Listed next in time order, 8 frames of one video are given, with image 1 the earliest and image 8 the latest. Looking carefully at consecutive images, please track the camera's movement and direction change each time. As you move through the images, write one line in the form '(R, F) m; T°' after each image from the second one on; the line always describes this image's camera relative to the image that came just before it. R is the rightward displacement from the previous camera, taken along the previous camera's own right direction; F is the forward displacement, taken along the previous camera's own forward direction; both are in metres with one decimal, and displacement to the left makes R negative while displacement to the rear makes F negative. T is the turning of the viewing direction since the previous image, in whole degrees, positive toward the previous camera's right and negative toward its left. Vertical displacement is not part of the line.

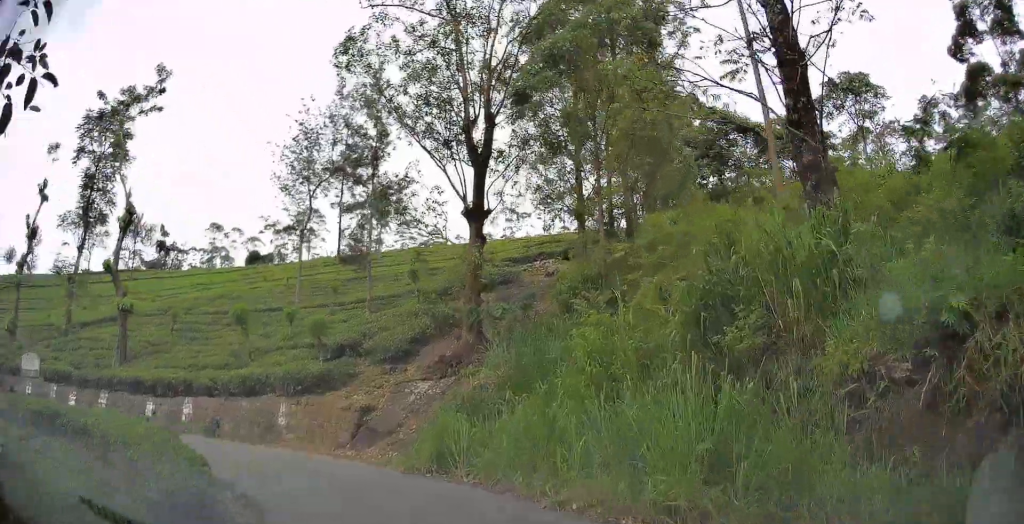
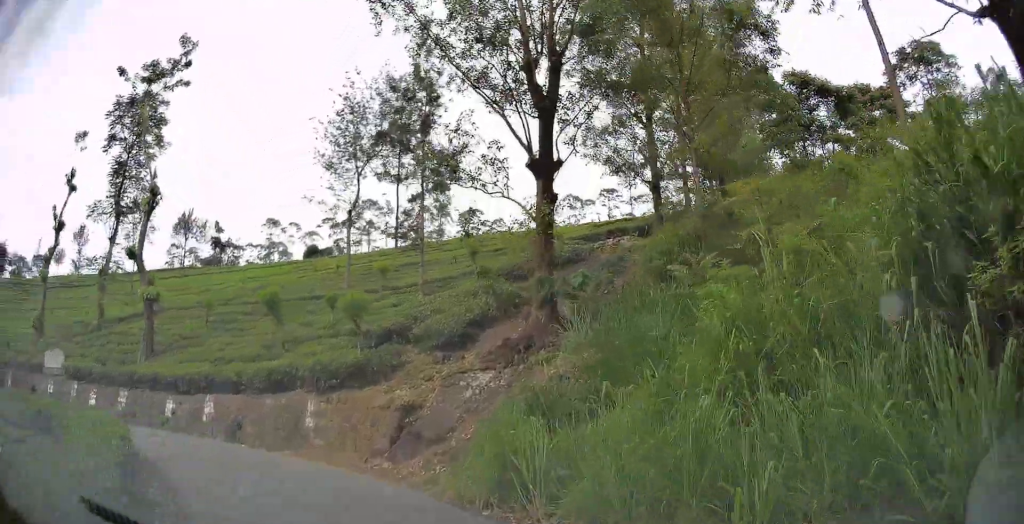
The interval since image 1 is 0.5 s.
(+0.2, +3.8) m; -5°
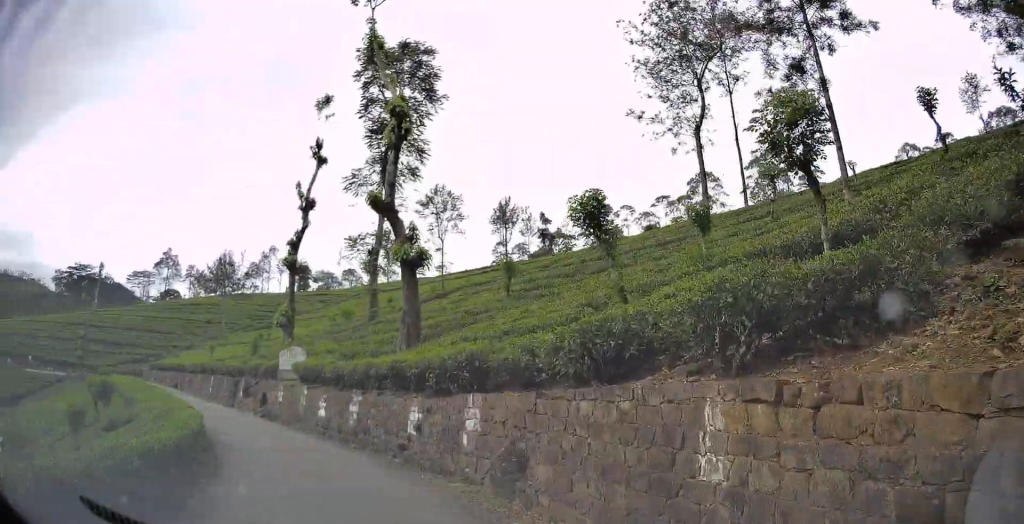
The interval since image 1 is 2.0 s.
(-2.4, +10.1) m; -28°
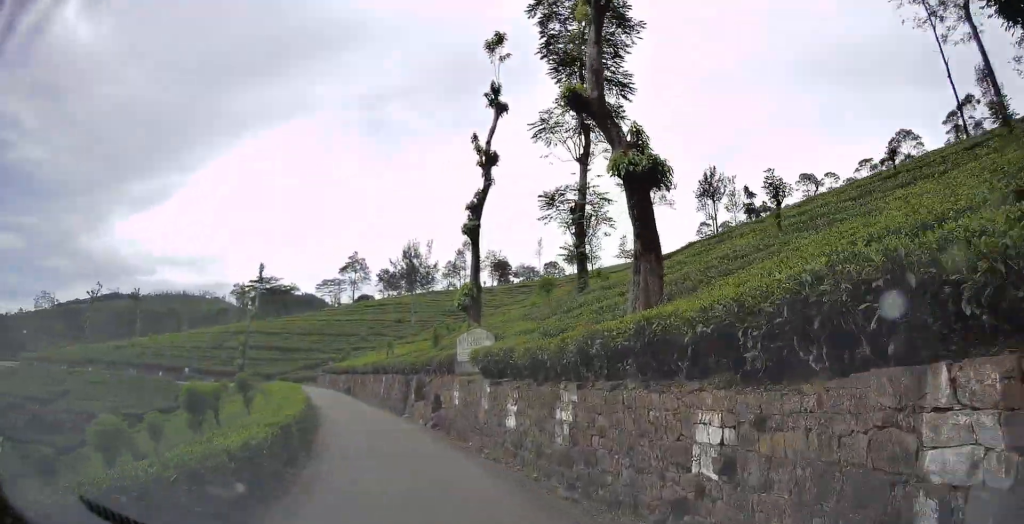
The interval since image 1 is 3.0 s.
(-1.4, +6.8) m; -20°
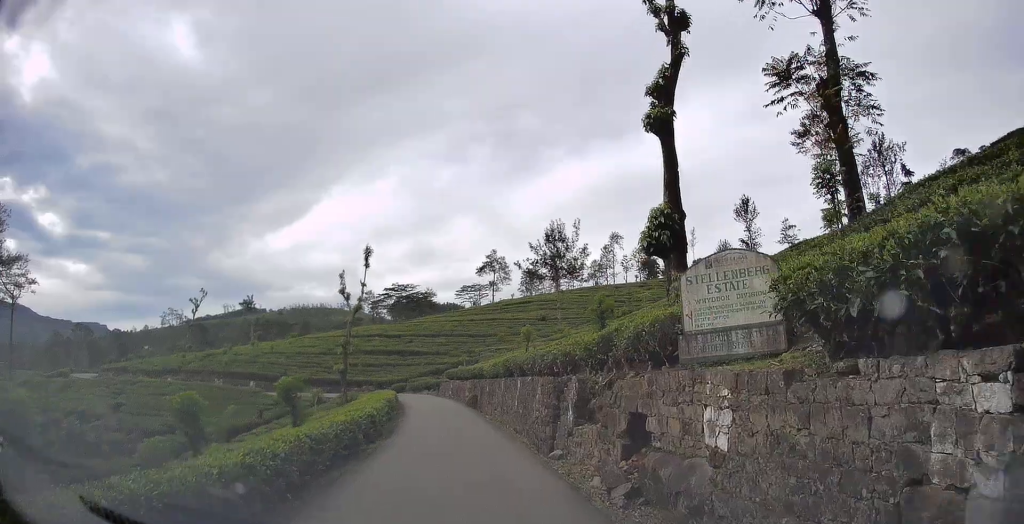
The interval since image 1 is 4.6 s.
(-1.8, +11.9) m; -14°
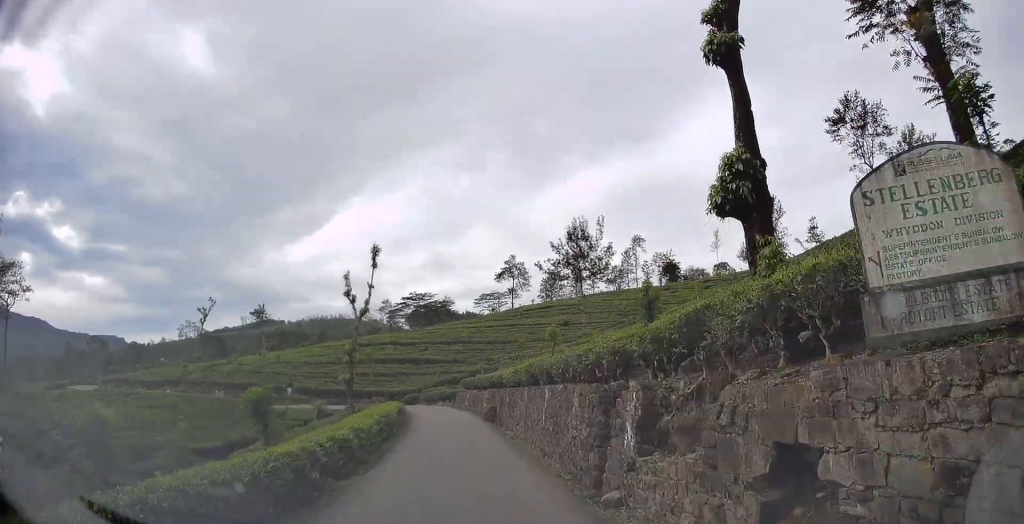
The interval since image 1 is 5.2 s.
(-0.4, +4.3) m; -3°
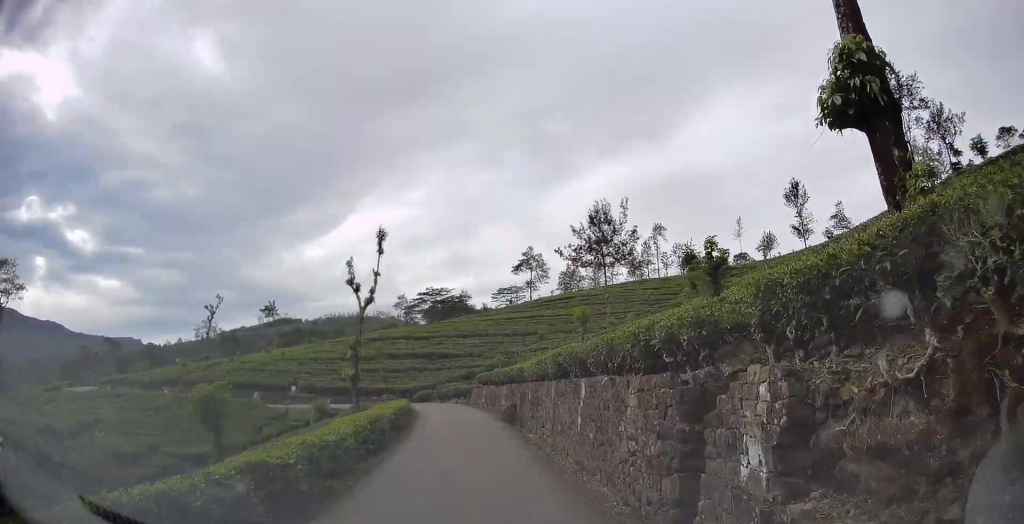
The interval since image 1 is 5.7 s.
(-0.2, +4.0) m; -3°
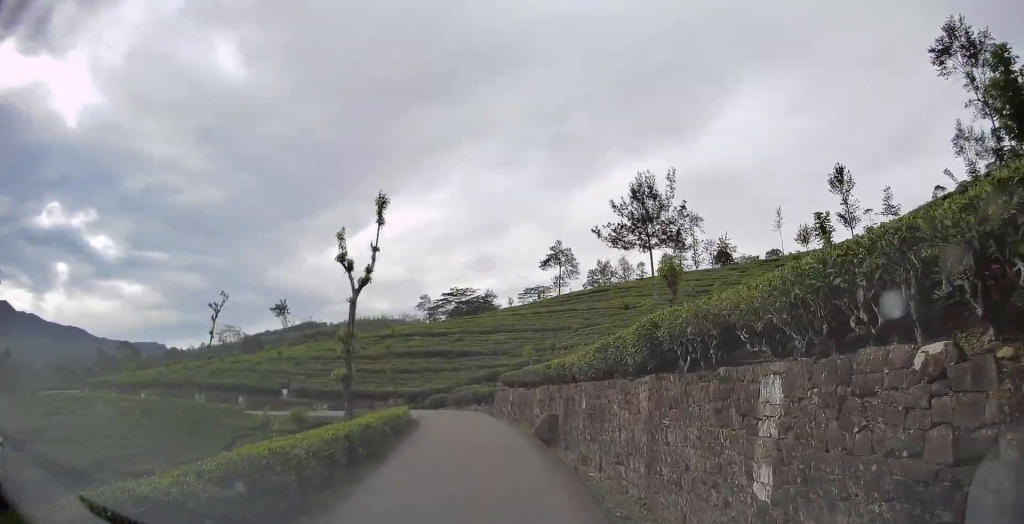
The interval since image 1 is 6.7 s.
(0.0, +8.5) m; -1°
